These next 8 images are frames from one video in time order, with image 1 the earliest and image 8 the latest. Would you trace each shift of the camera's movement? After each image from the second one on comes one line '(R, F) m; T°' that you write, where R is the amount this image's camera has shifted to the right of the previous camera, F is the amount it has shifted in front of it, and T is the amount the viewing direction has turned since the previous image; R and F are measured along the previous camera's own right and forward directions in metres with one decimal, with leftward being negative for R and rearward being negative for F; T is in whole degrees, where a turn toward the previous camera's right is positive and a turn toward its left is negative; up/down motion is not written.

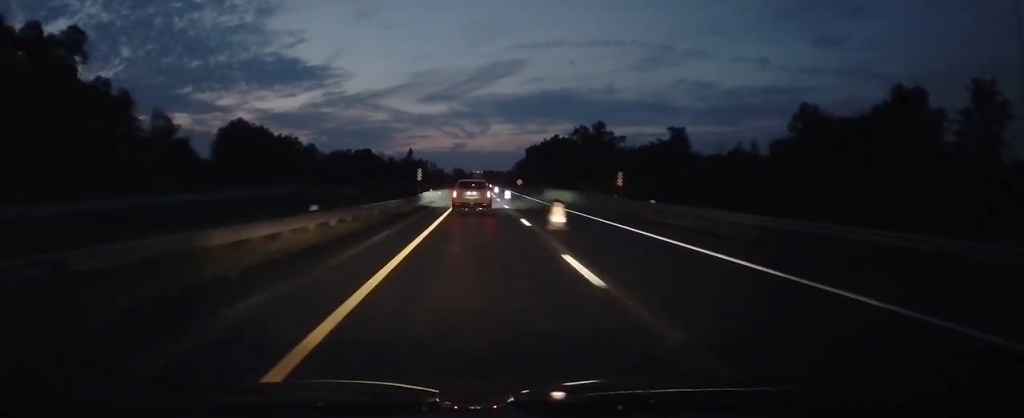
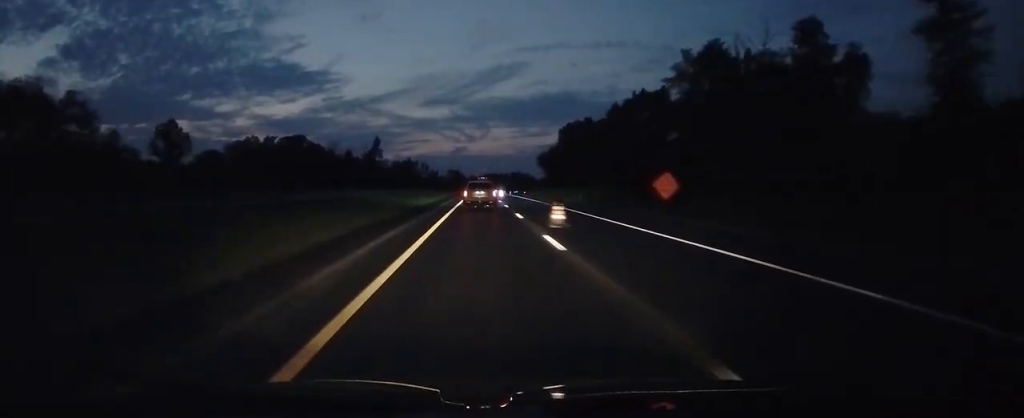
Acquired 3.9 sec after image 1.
(0.0, +90.4) m; +1°
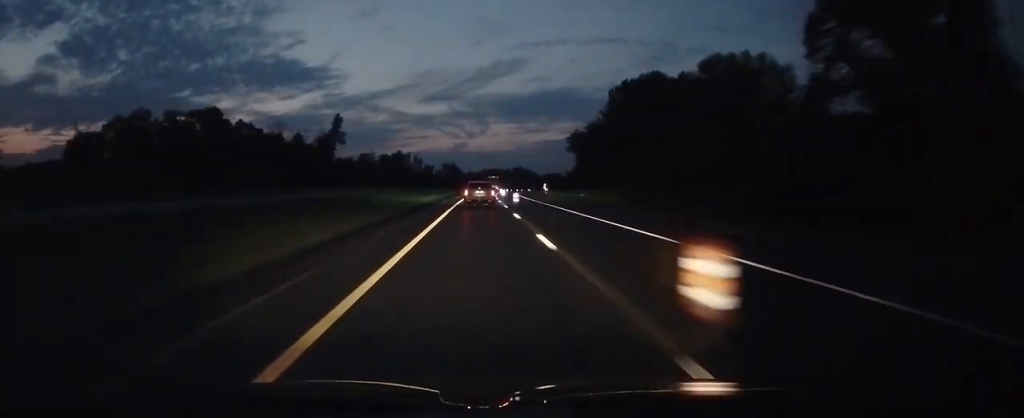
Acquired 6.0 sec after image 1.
(+0.5, +53.9) m; +1°
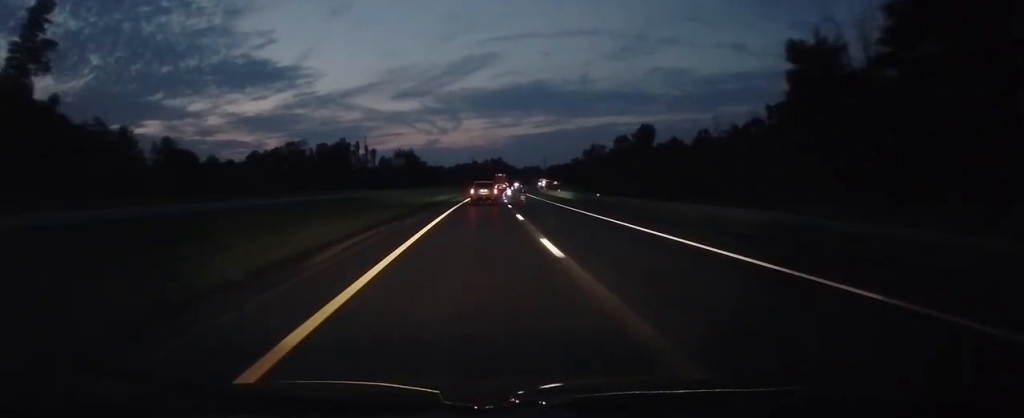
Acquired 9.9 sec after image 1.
(+2.0, +101.5) m; +3°
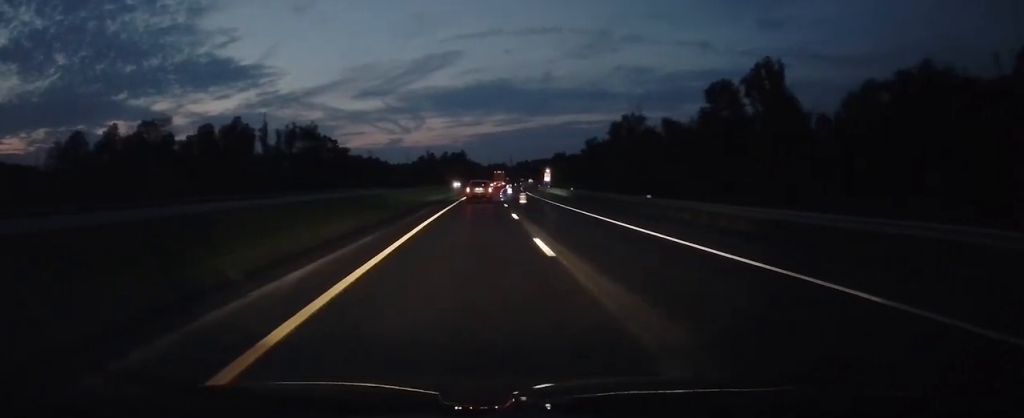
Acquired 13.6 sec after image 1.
(+3.0, +102.5) m; +4°
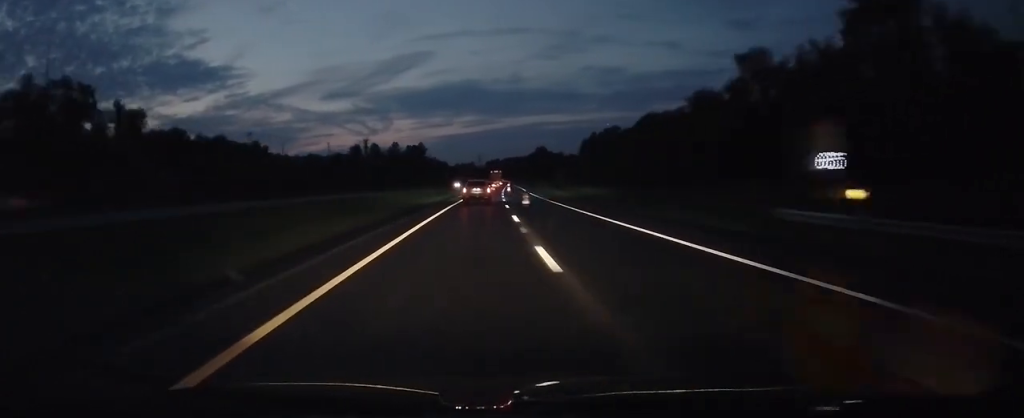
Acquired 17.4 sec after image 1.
(+3.2, +105.4) m; +3°
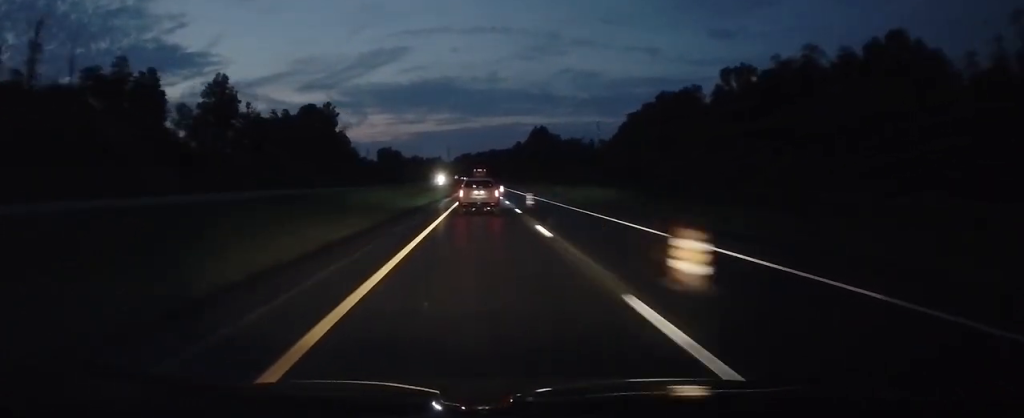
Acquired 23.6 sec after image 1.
(+5.1, +179.2) m; +2°
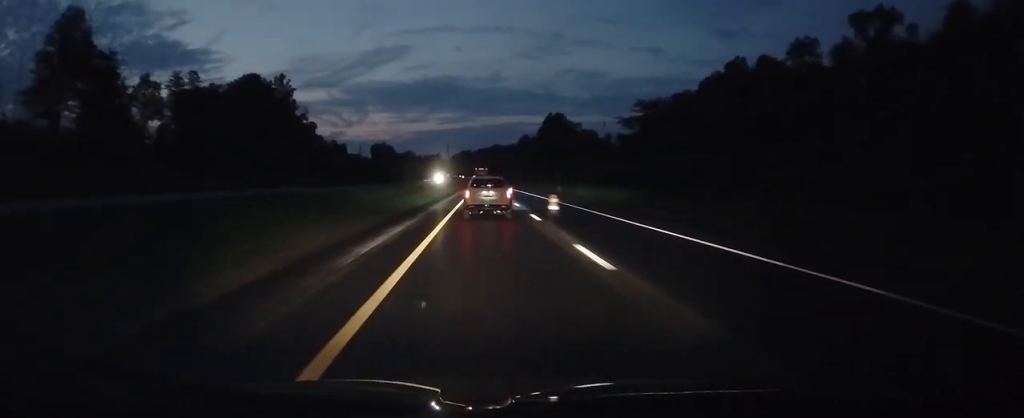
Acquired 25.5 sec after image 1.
(-0.1, +52.7) m; 0°
